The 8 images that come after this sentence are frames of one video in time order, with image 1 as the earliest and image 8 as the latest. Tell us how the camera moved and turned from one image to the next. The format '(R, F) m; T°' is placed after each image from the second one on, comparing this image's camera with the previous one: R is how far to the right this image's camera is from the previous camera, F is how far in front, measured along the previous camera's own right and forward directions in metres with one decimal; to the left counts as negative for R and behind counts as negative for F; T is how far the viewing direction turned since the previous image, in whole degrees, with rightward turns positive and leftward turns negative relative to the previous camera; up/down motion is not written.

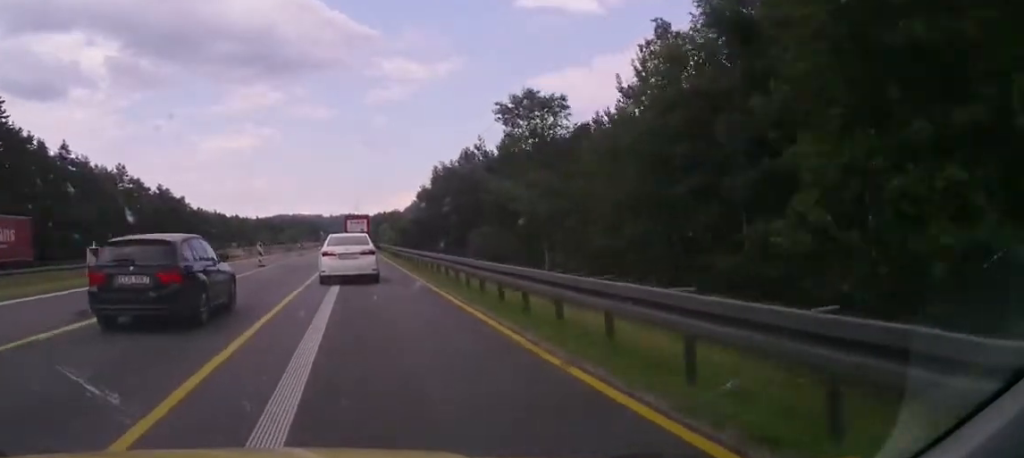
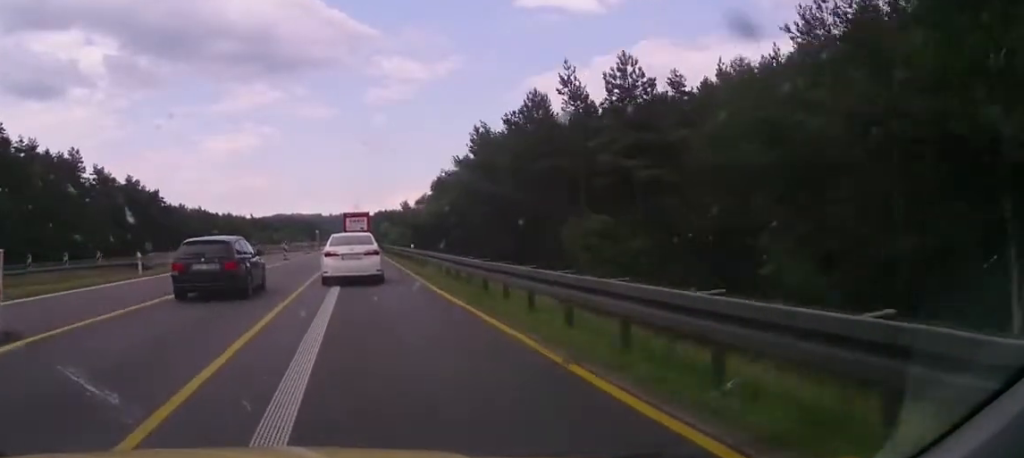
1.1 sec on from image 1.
(-0.7, +27.7) m; -2°
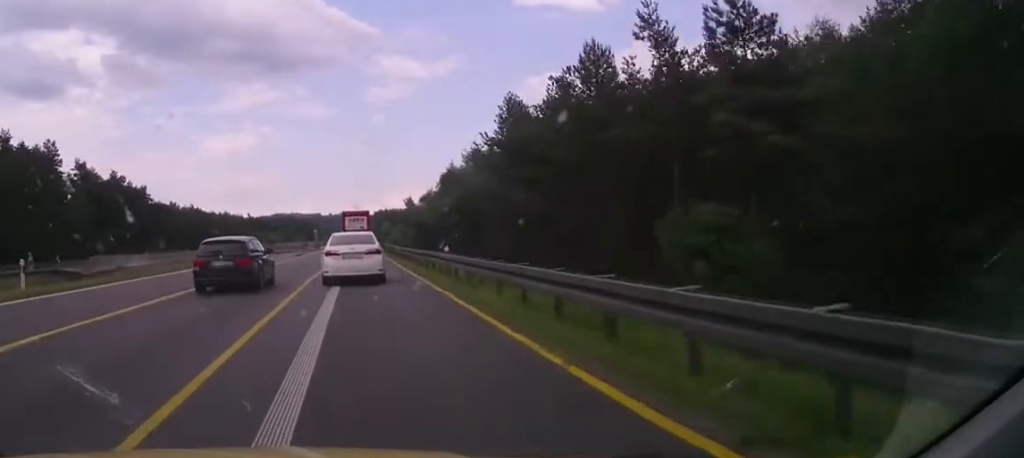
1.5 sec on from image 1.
(-0.2, +11.2) m; 0°
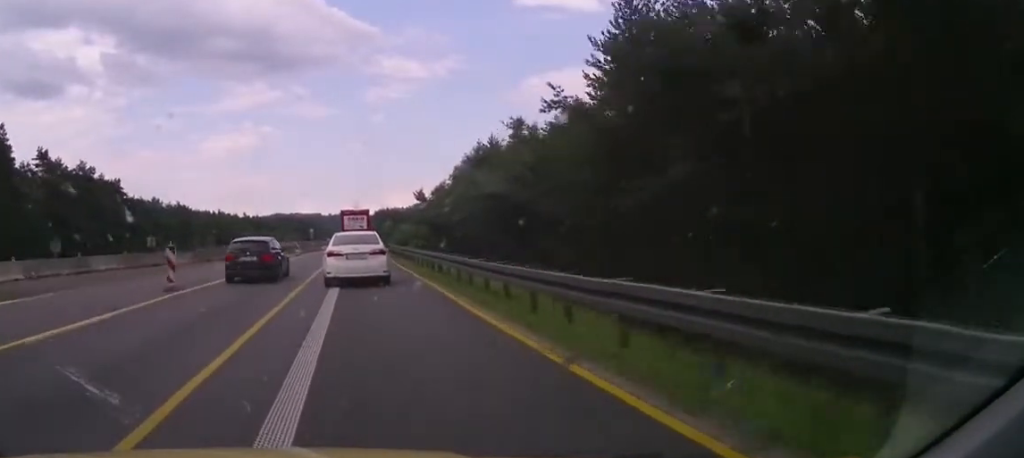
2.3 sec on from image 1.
(+0.3, +19.5) m; +1°
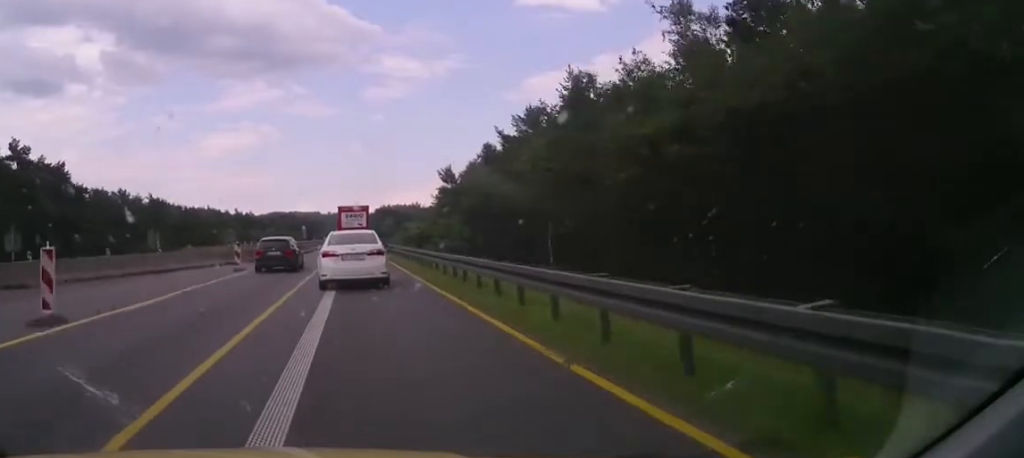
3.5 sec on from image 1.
(0.0, +30.0) m; 0°
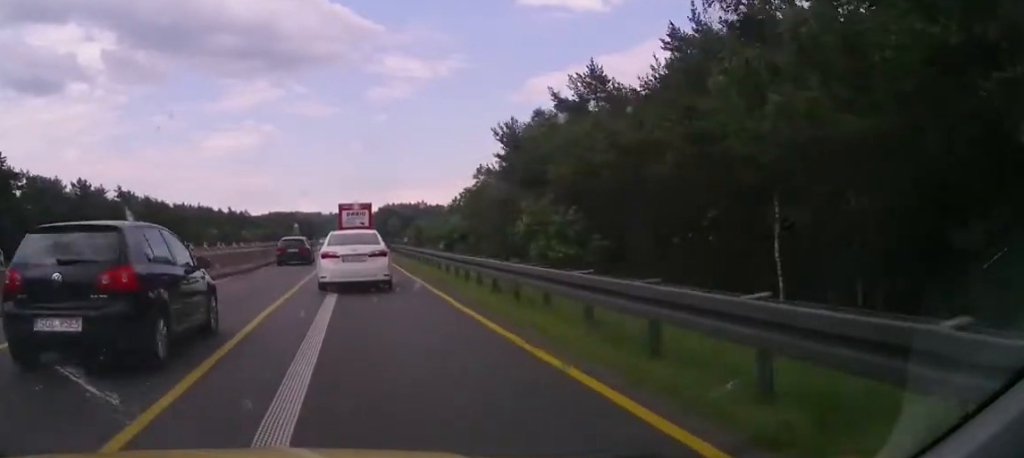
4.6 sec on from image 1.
(0.0, +27.9) m; 0°
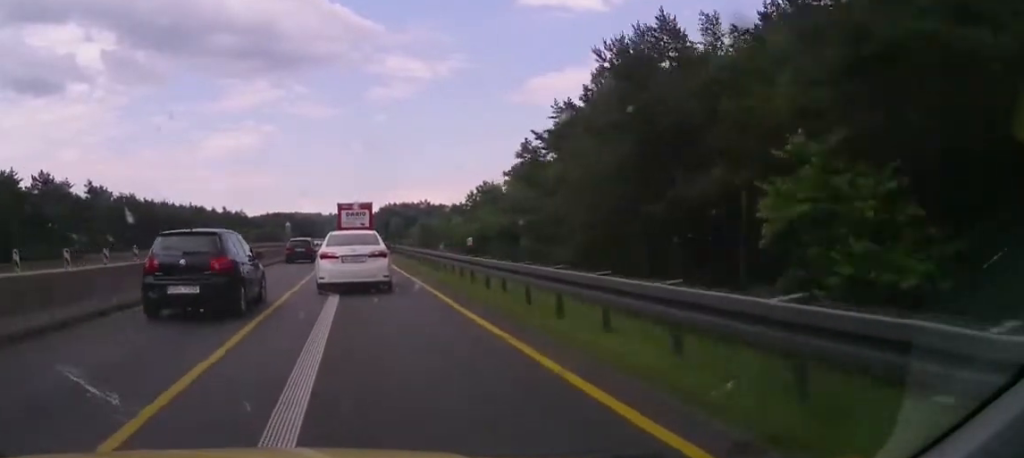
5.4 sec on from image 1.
(0.0, +19.5) m; 0°
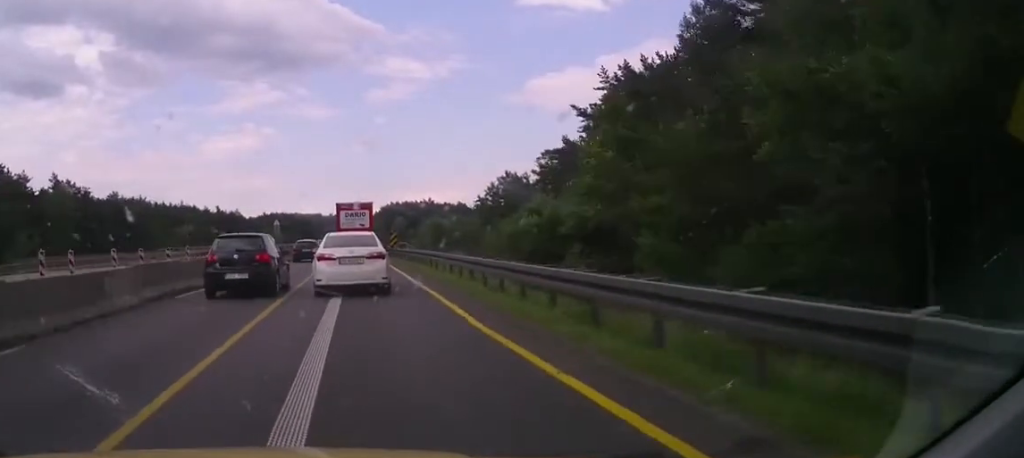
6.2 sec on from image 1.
(0.0, +18.5) m; 0°
